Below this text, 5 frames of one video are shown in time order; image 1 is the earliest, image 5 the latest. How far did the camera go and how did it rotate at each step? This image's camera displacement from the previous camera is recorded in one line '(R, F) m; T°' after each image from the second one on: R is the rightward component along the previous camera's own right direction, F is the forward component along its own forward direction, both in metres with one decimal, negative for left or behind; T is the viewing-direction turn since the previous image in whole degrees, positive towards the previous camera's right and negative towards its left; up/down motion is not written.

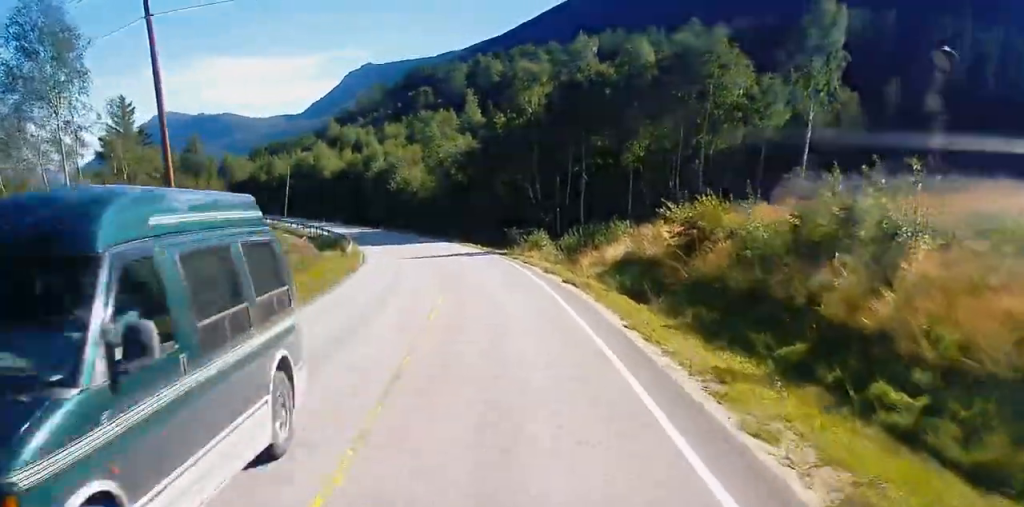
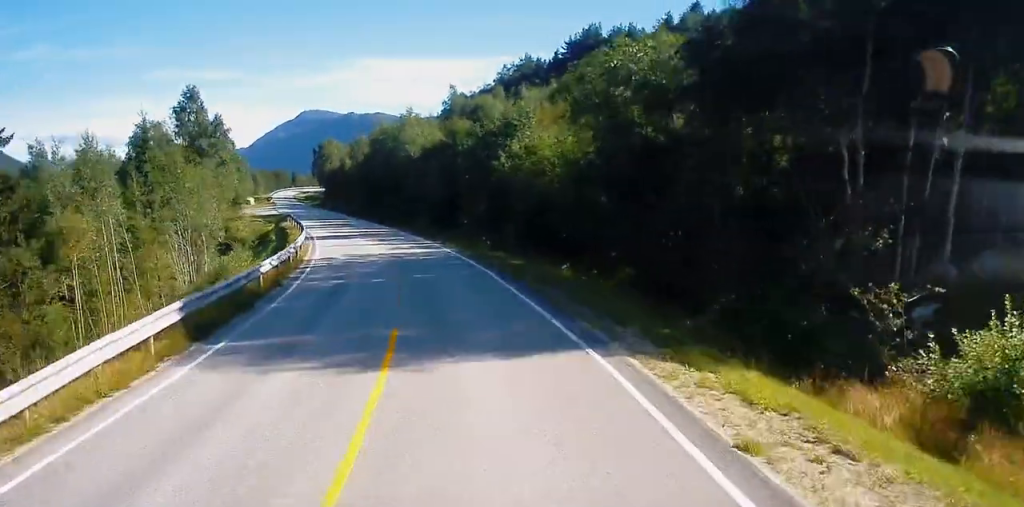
(-0.1, +47.1) m; -9°
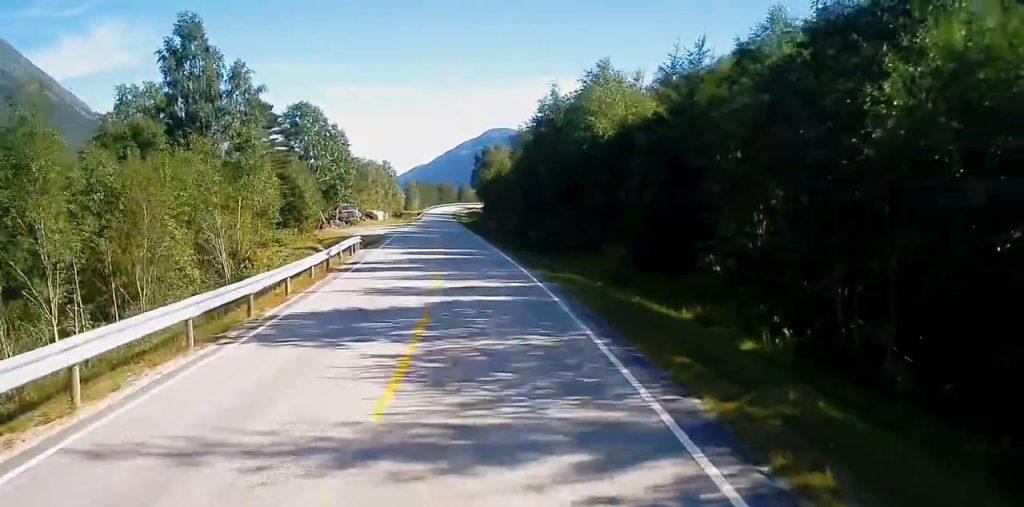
(-5.6, +33.6) m; -12°
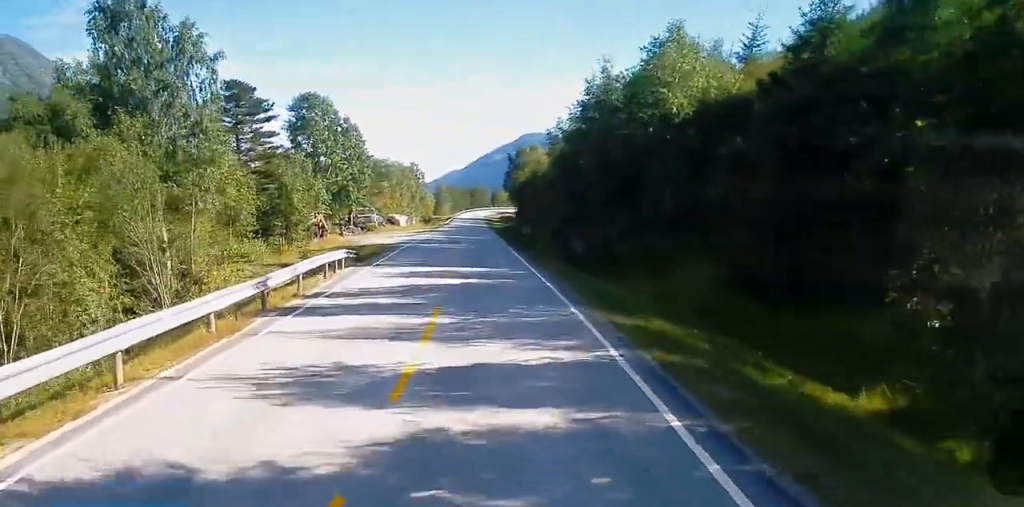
(-0.5, +10.9) m; -3°
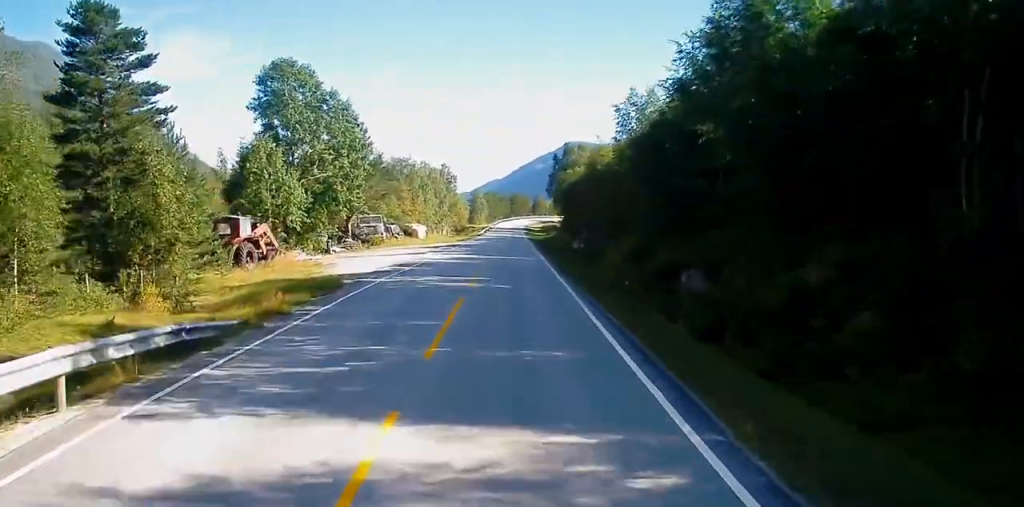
(-1.0, +21.5) m; -2°
